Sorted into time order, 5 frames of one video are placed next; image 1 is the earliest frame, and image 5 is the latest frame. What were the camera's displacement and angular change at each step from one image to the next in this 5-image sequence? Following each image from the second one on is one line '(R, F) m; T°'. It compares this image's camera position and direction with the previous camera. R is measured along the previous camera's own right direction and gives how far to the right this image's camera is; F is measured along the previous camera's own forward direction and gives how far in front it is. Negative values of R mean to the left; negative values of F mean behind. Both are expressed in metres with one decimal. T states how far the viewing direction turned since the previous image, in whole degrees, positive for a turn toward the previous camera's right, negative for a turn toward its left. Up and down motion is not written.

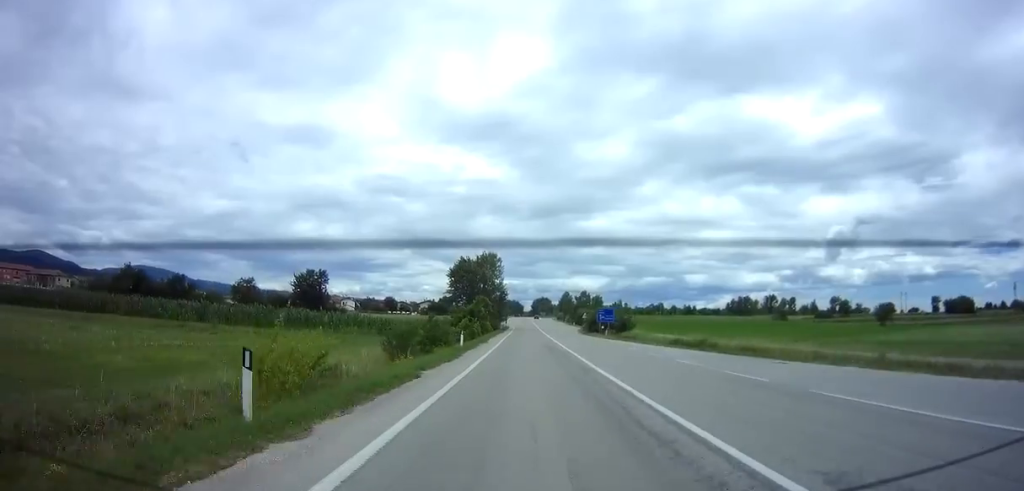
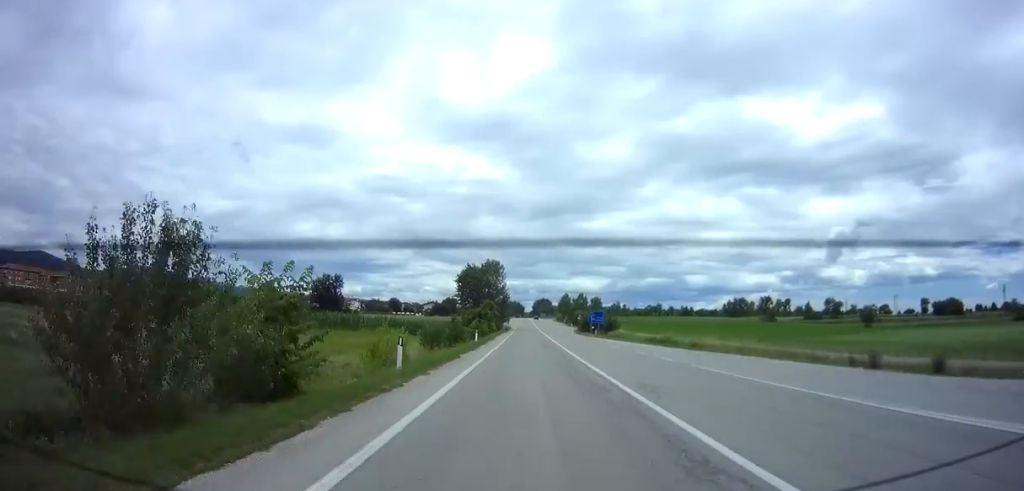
(0.0, +9.6) m; 0°
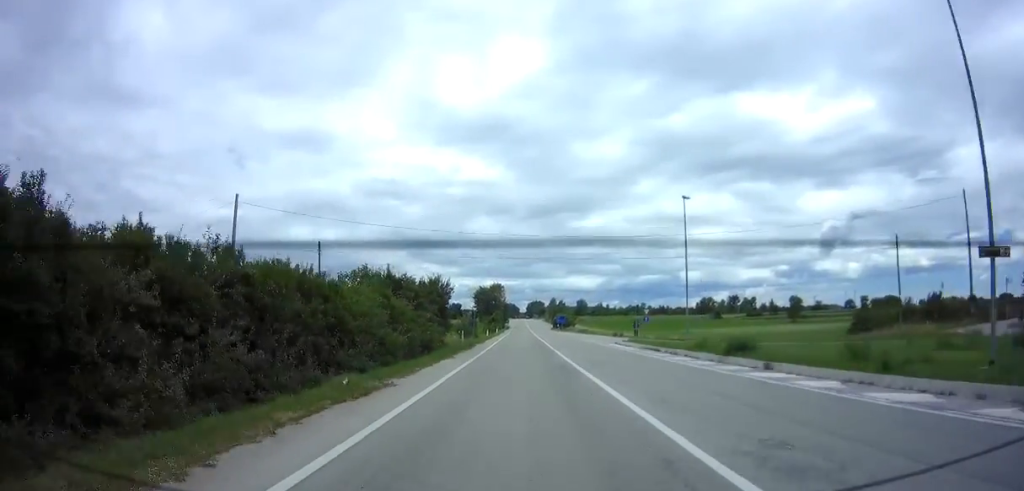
(+0.2, +48.0) m; +1°
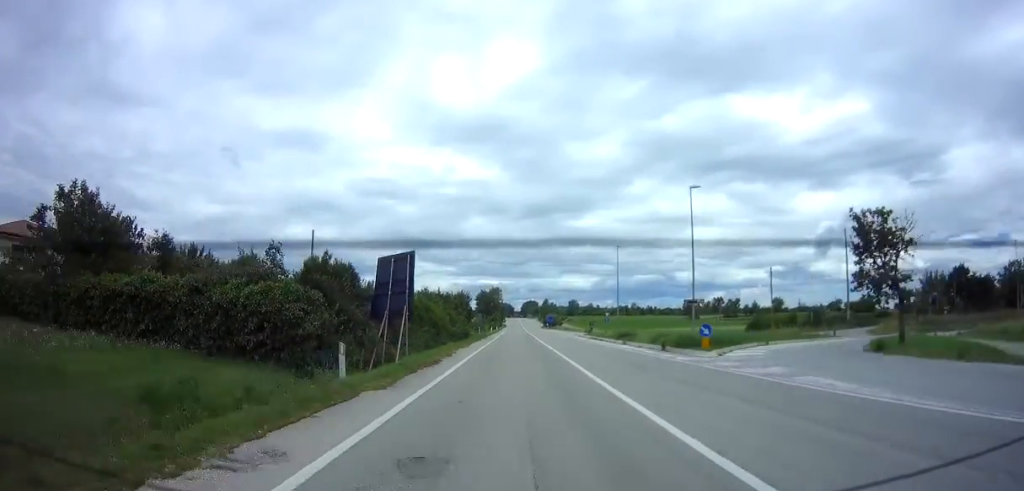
(0.0, +22.3) m; 0°
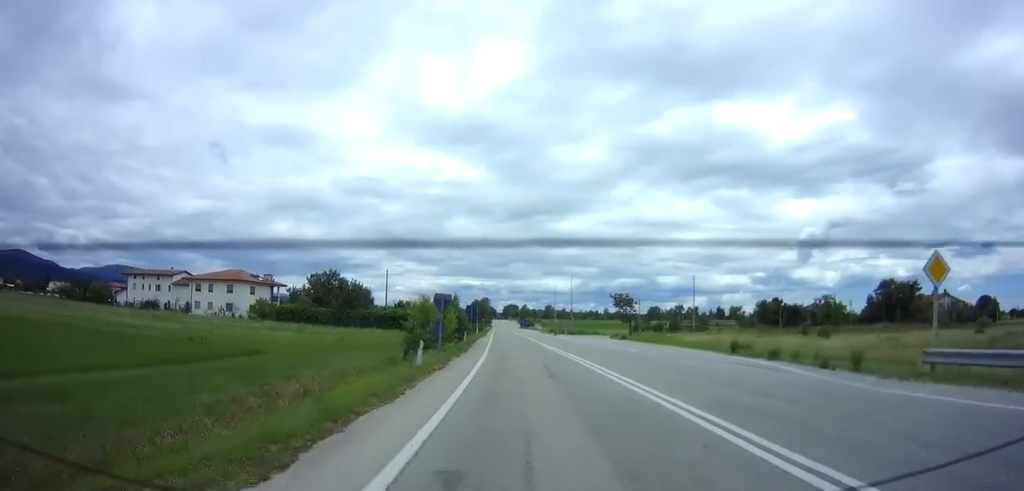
(+0.8, +54.7) m; +1°
